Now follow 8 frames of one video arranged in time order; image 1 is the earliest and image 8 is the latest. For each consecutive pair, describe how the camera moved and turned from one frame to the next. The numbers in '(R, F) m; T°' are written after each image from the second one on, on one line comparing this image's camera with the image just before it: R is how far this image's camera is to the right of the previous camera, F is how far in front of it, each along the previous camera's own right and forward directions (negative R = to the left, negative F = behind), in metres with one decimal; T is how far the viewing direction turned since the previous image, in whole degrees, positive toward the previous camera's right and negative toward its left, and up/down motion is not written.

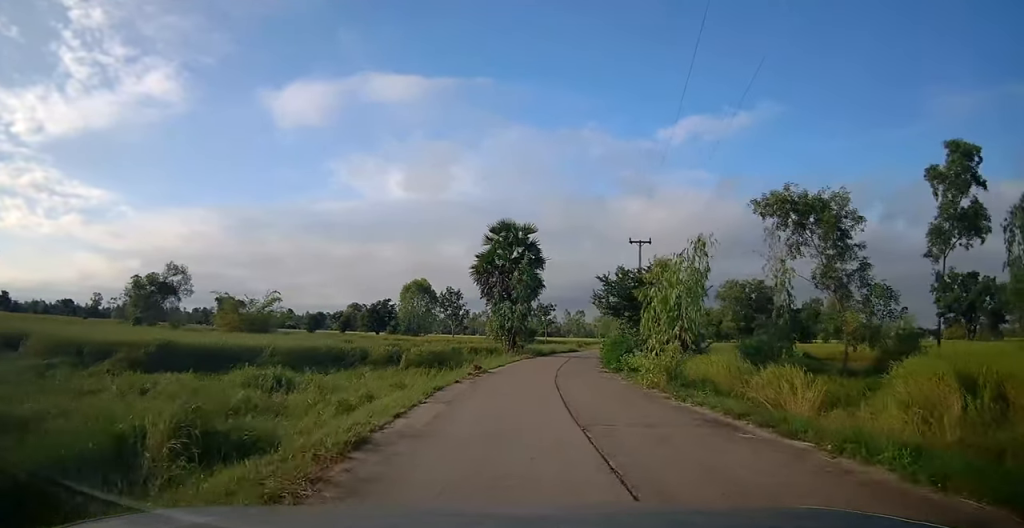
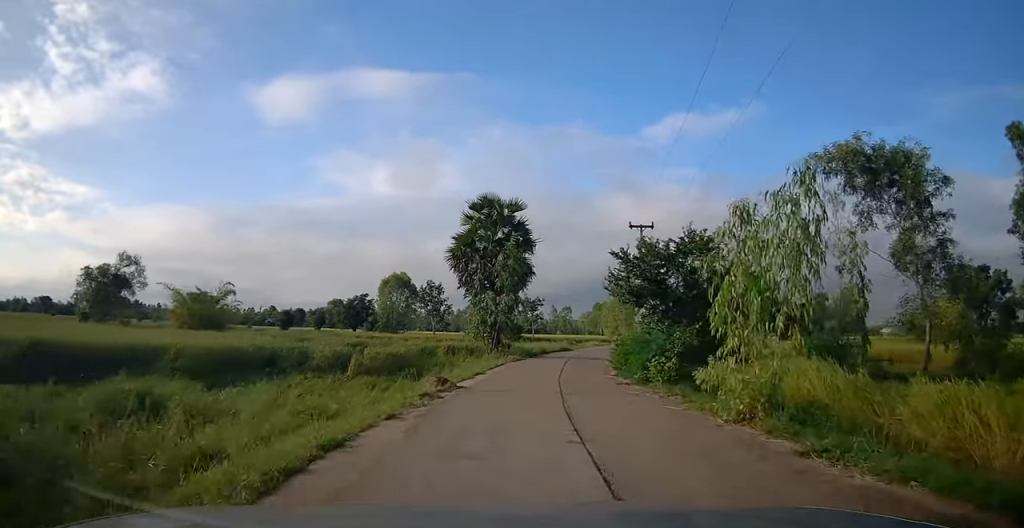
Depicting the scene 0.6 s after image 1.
(0.0, +6.3) m; +1°
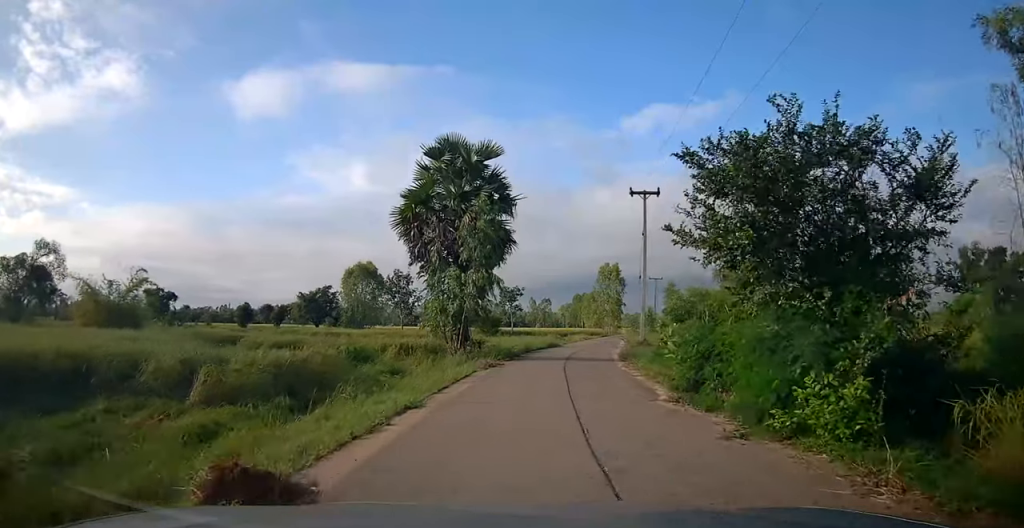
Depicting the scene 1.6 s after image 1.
(0.0, +9.0) m; +2°
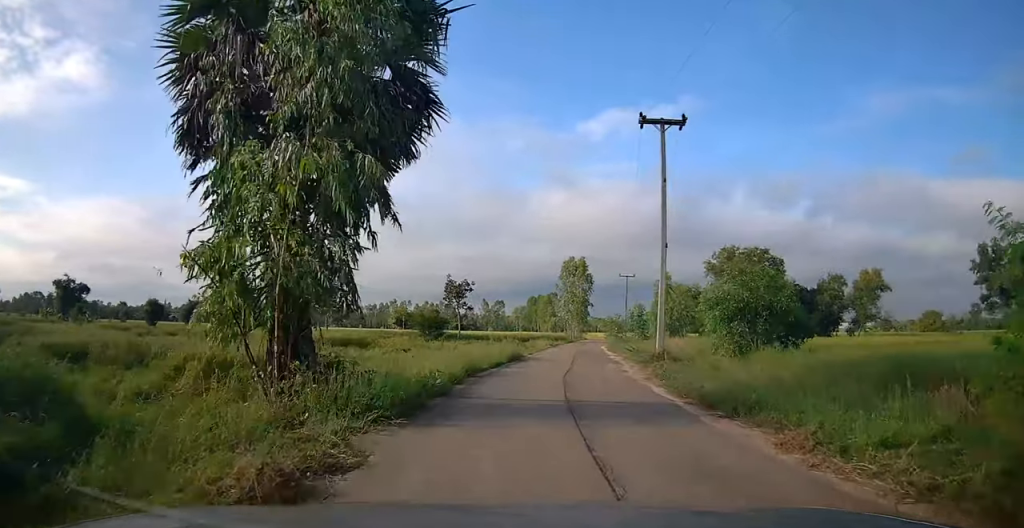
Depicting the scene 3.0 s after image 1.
(+1.0, +14.3) m; +7°
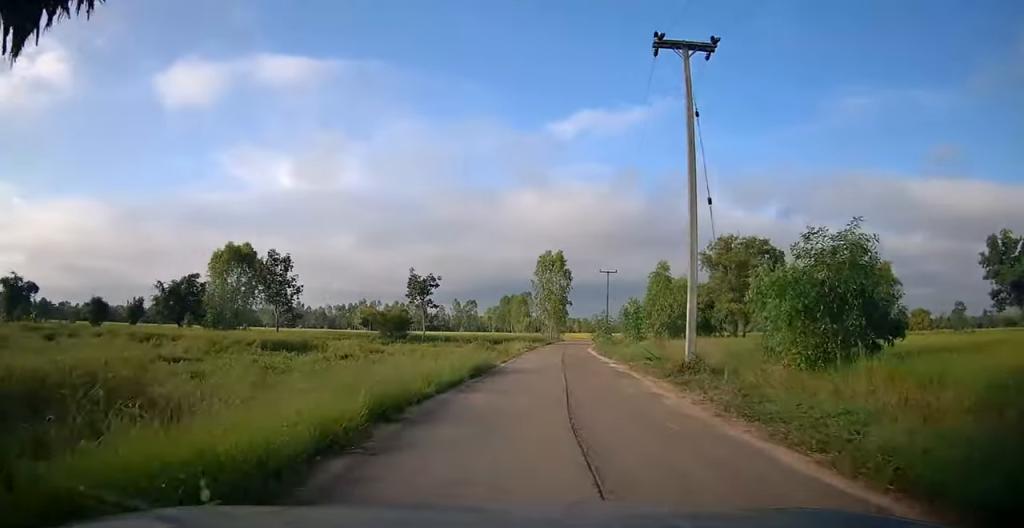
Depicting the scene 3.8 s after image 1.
(+0.2, +7.1) m; +2°
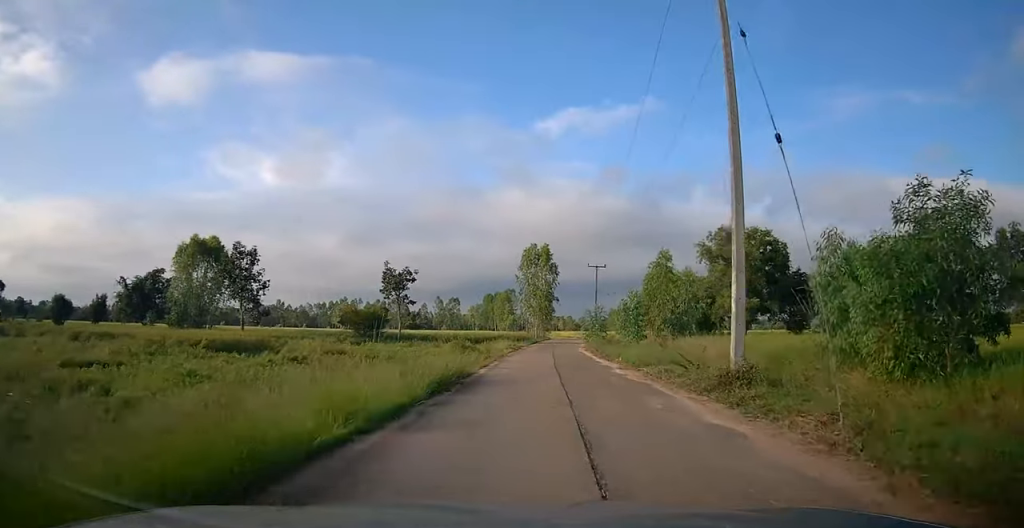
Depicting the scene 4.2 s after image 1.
(0.0, +4.5) m; +1°
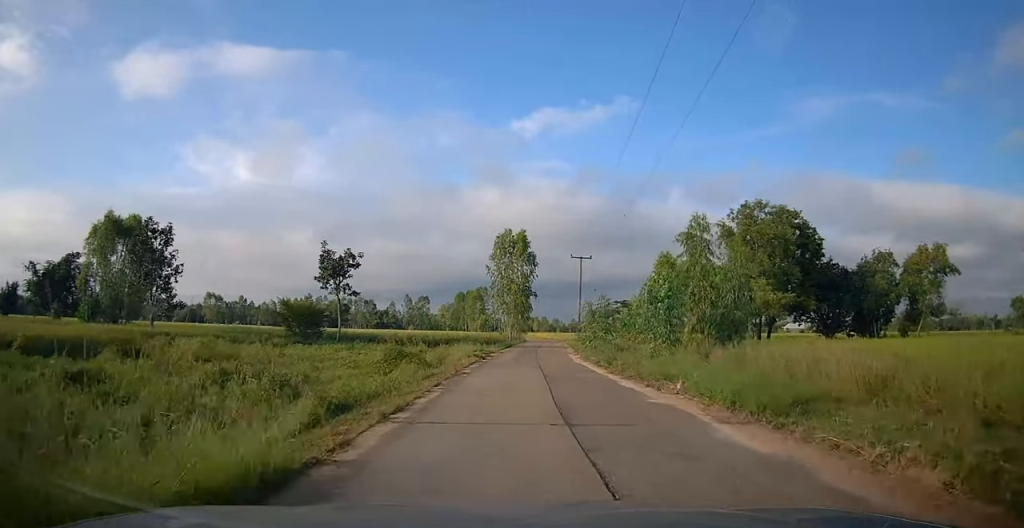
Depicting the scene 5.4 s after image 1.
(+0.2, +11.1) m; +2°
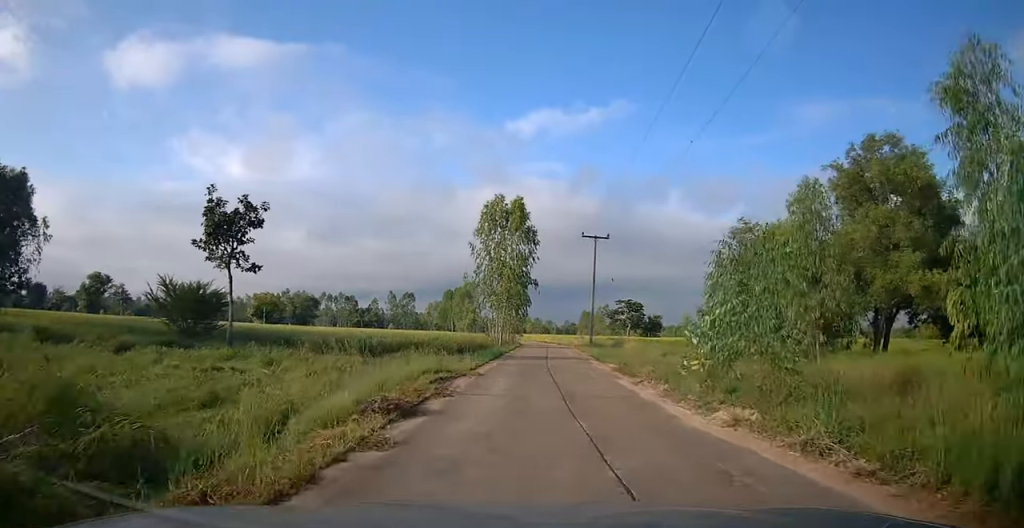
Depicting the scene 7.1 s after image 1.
(+1.1, +16.2) m; +4°
